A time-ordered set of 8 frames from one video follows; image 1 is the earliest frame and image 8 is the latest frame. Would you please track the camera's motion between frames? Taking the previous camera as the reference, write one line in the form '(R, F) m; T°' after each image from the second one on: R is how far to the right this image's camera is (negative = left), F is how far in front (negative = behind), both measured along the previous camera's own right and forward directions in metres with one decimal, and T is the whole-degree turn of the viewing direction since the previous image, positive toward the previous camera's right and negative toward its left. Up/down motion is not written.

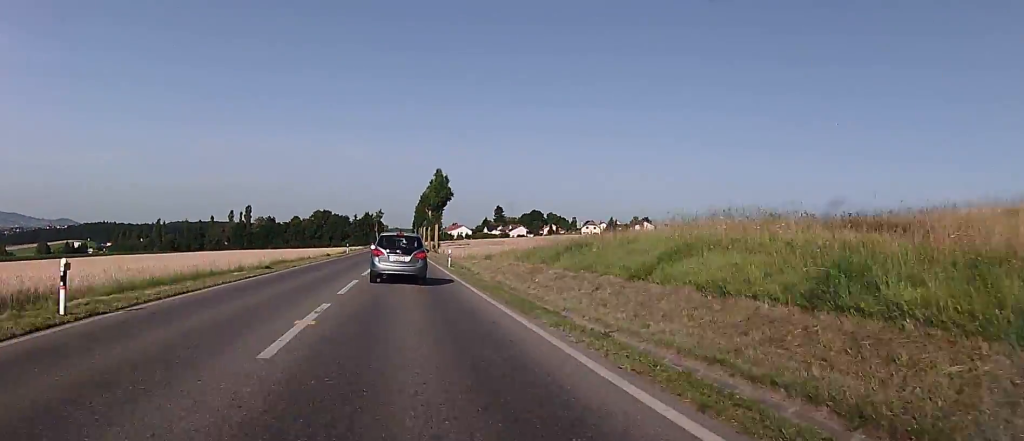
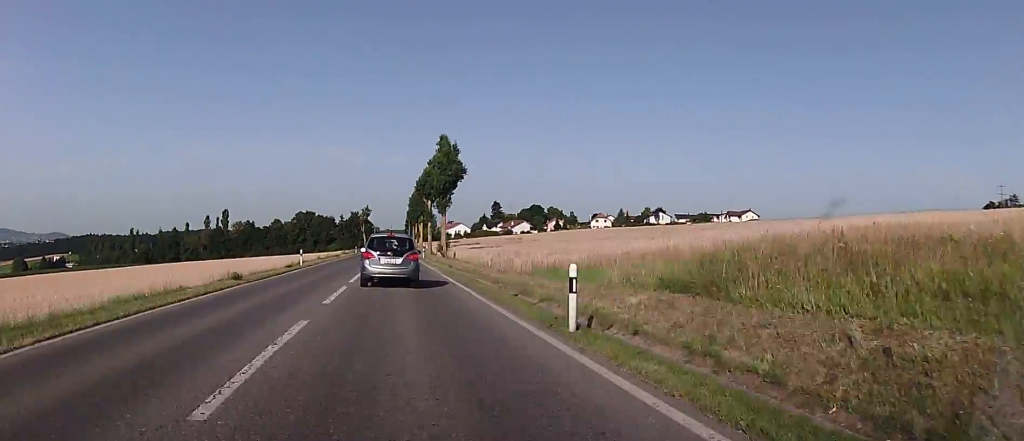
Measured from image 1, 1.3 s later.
(+0.2, +28.7) m; -1°
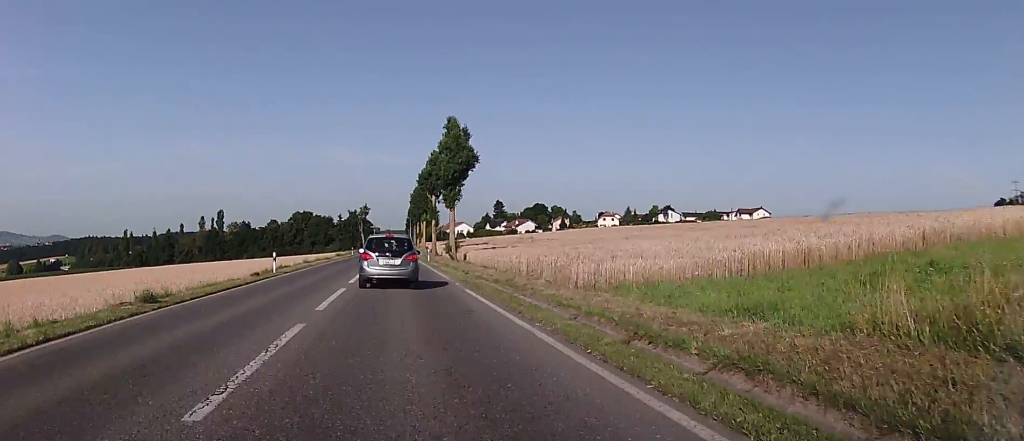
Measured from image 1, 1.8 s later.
(-0.3, +9.3) m; 0°
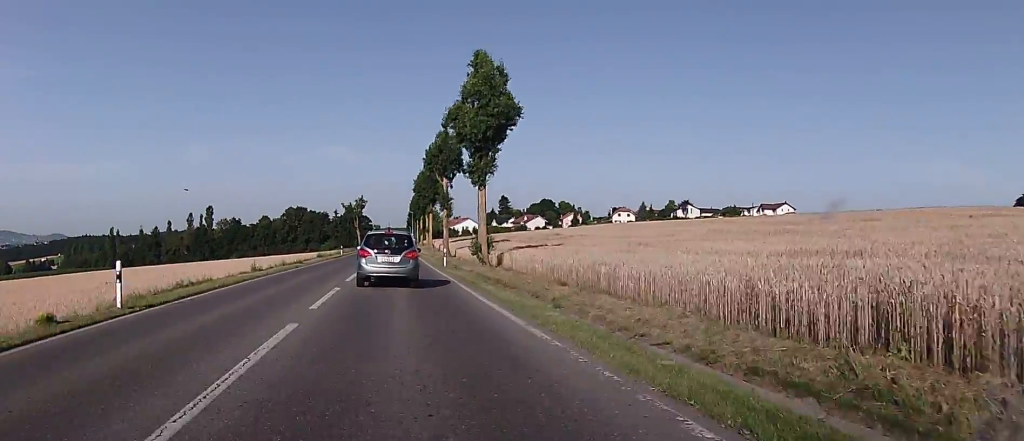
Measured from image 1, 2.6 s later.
(0.0, +18.4) m; 0°
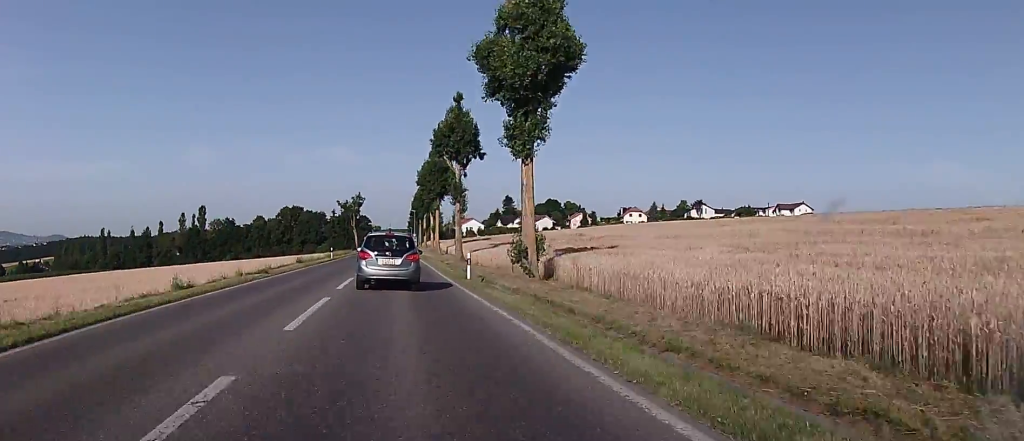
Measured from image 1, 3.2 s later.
(+0.1, +12.0) m; +1°
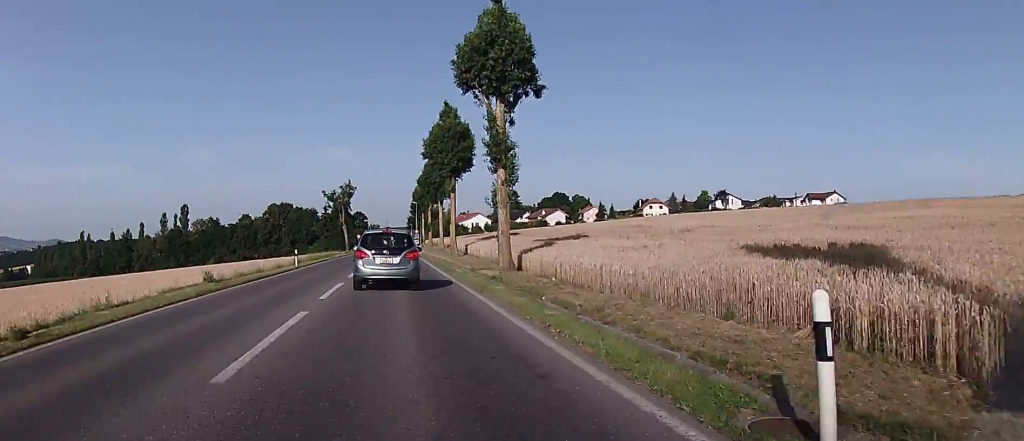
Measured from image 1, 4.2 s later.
(0.0, +21.4) m; -1°
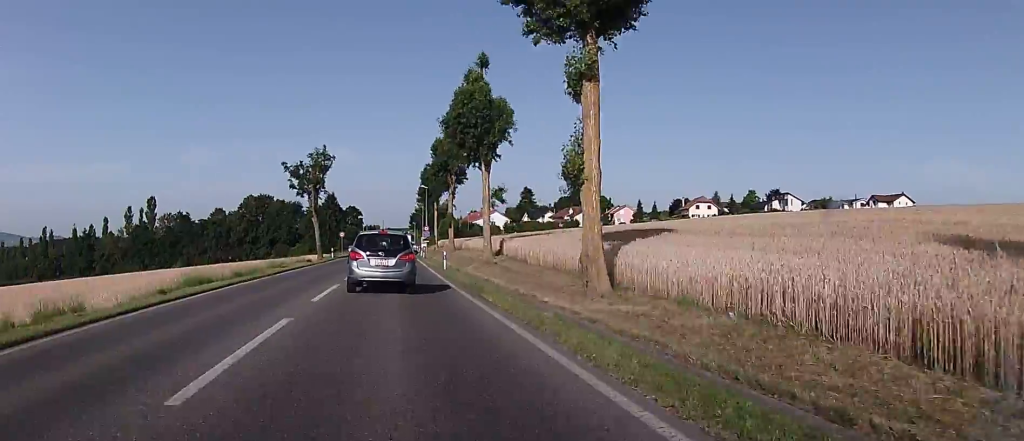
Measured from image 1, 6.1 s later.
(-0.6, +36.1) m; -1°
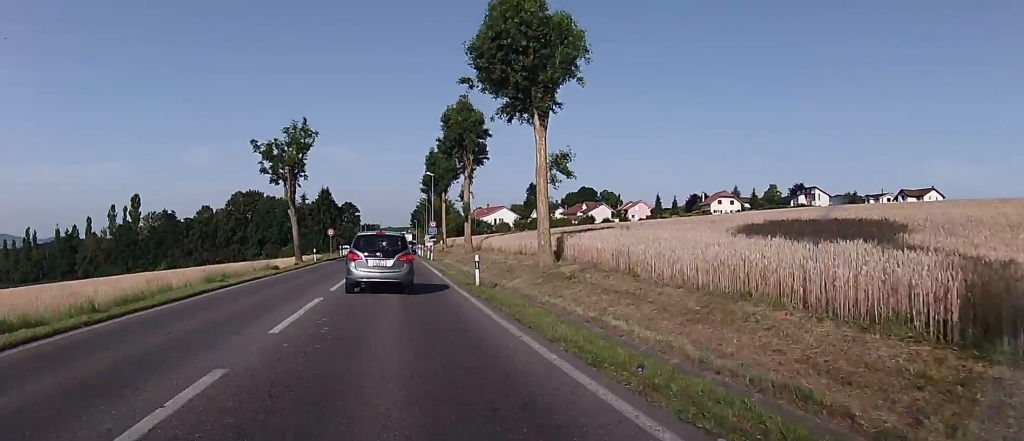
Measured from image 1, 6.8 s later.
(+0.2, +13.8) m; +1°
